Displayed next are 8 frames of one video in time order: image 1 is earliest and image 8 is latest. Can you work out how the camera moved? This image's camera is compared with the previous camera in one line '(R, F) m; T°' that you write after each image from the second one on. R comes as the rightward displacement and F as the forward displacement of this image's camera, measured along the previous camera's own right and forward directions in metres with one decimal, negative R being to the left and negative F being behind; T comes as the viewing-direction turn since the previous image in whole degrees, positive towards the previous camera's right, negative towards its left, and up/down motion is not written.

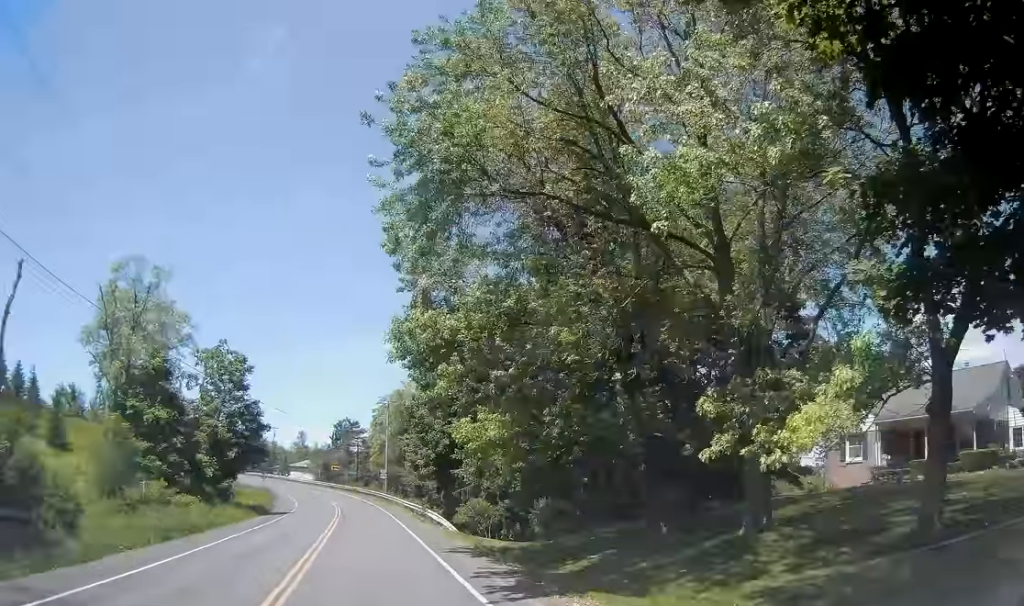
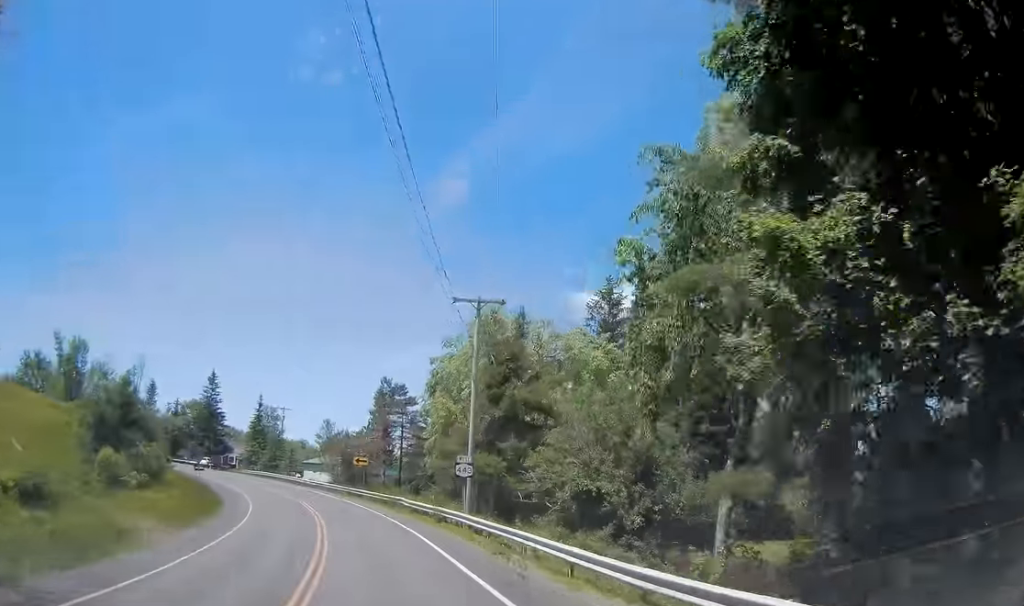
(-0.7, +36.5) m; -5°
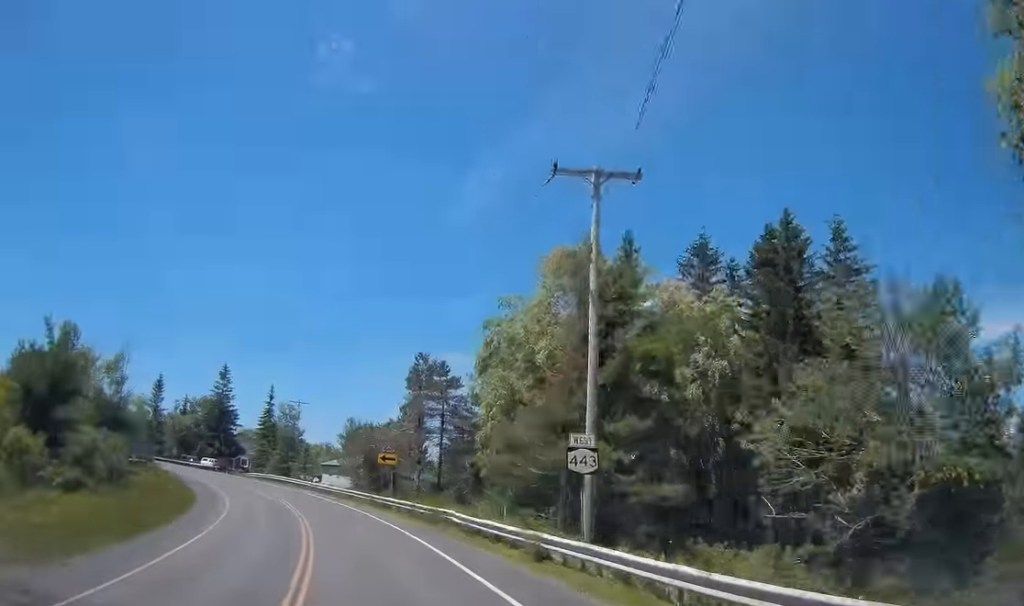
(-0.5, +12.6) m; -2°
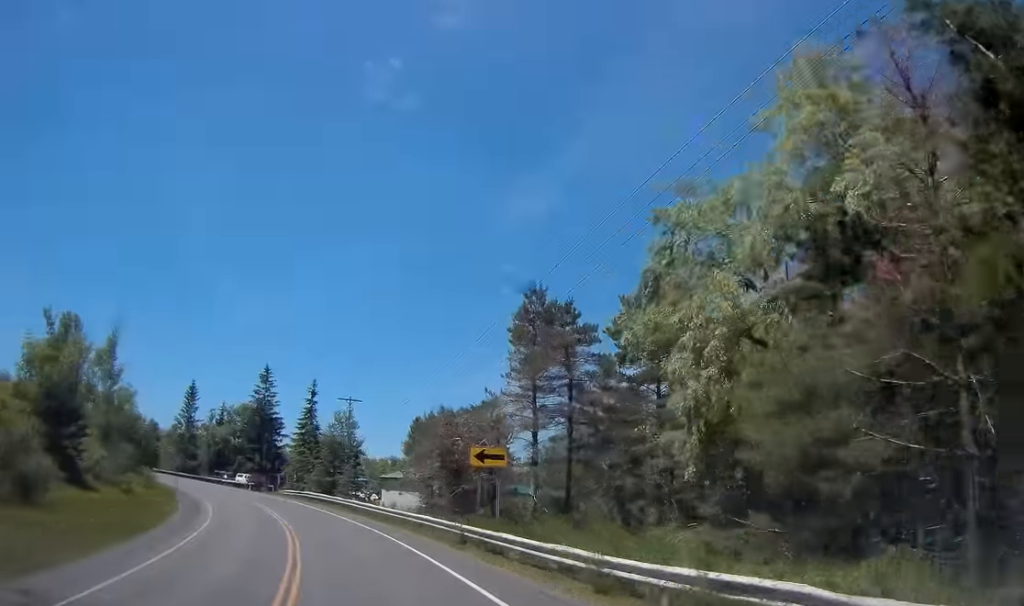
(0.0, +17.4) m; -2°
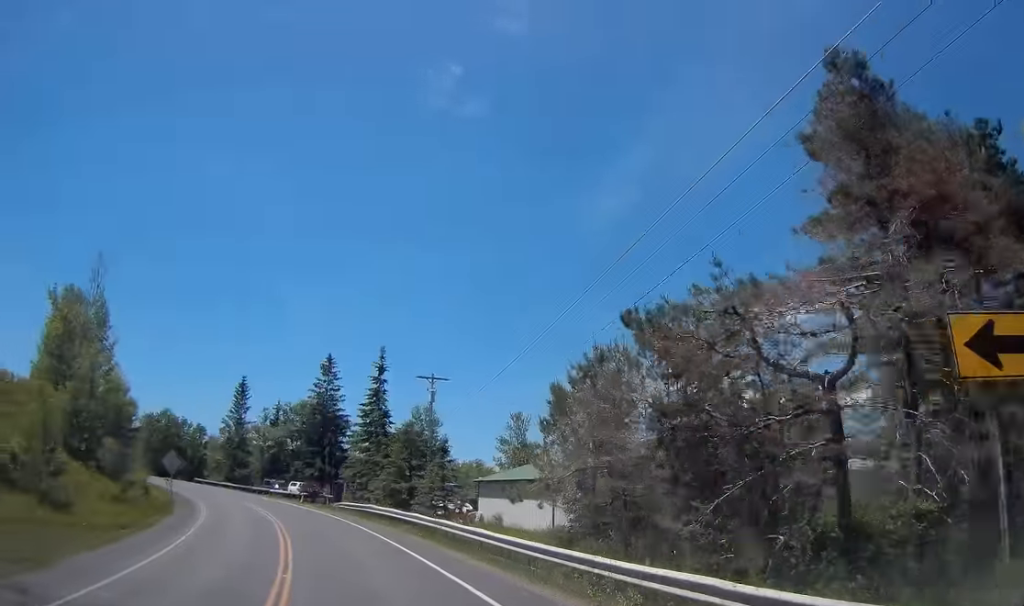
(-0.7, +17.0) m; -5°
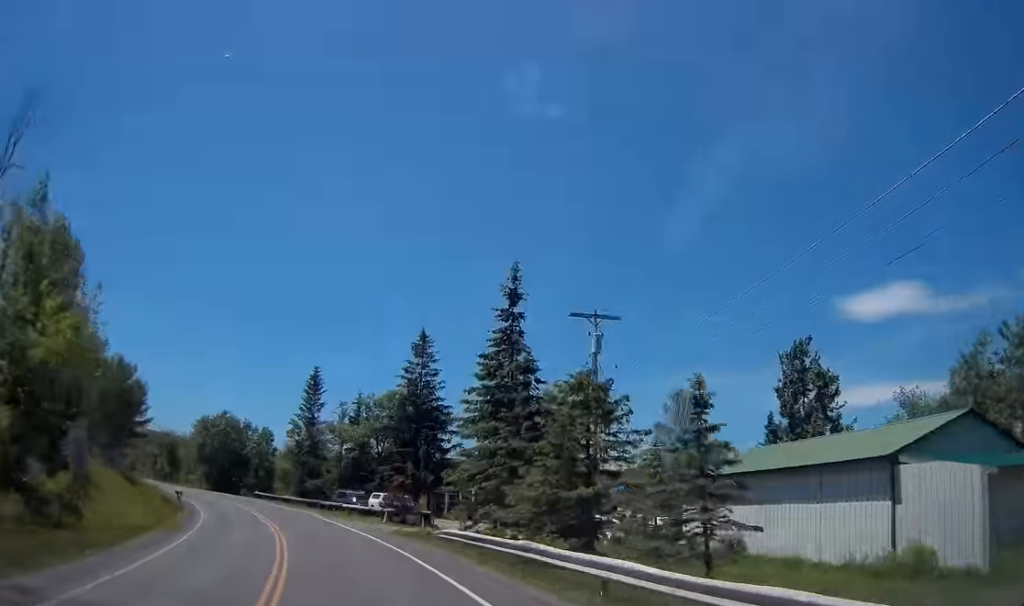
(-1.0, +19.9) m; -8°
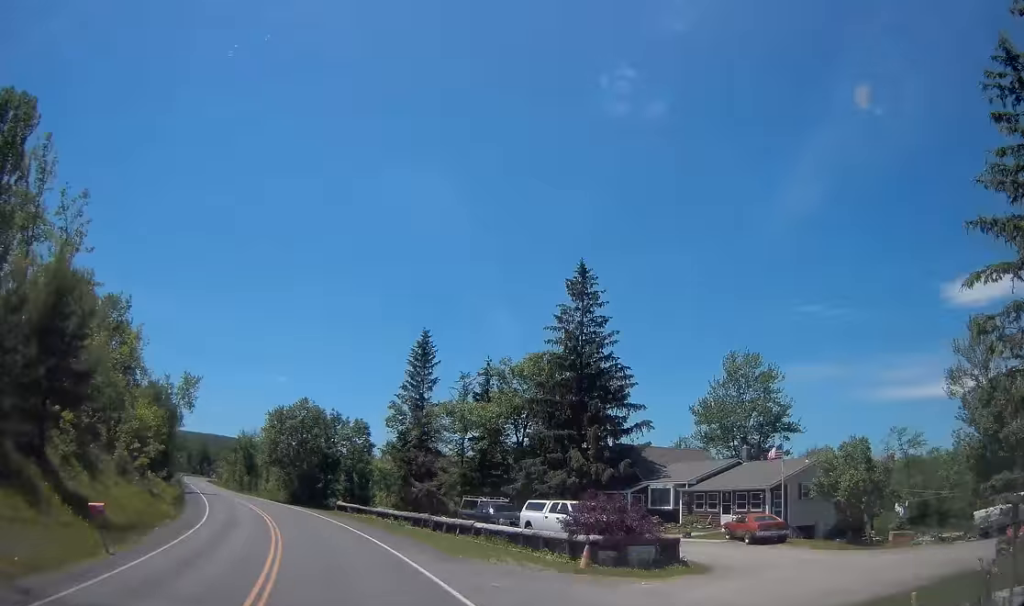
(-2.1, +22.7) m; -12°
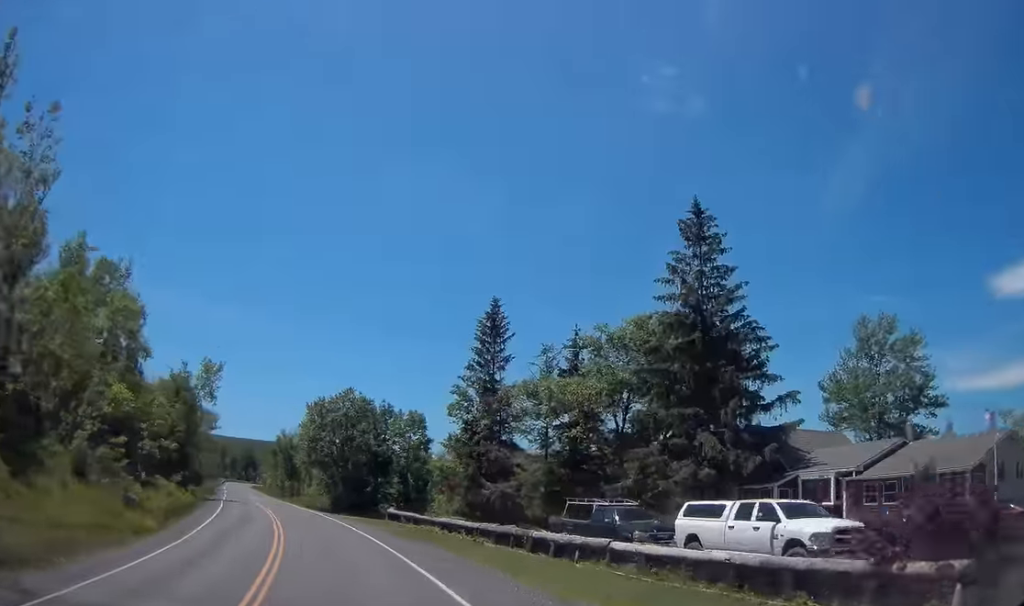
(-0.9, +10.9) m; -6°
